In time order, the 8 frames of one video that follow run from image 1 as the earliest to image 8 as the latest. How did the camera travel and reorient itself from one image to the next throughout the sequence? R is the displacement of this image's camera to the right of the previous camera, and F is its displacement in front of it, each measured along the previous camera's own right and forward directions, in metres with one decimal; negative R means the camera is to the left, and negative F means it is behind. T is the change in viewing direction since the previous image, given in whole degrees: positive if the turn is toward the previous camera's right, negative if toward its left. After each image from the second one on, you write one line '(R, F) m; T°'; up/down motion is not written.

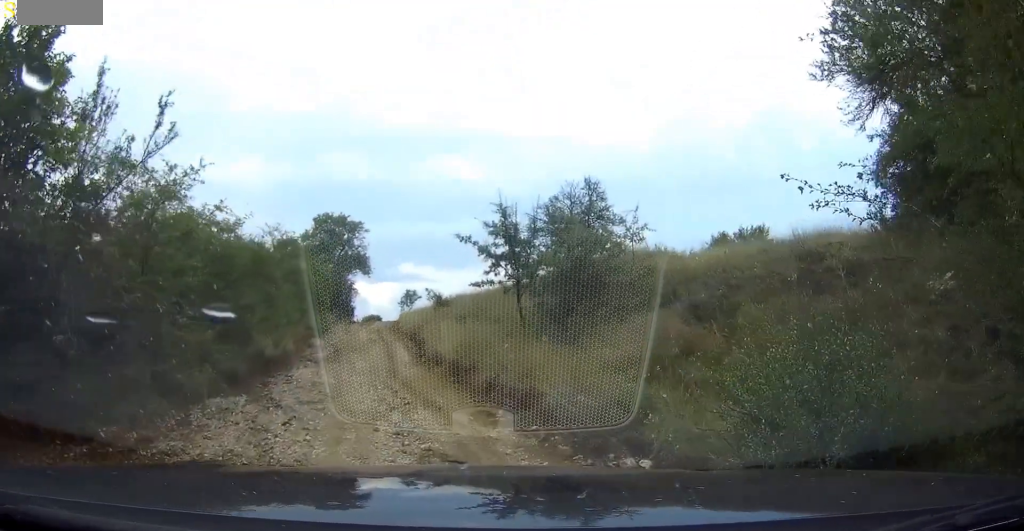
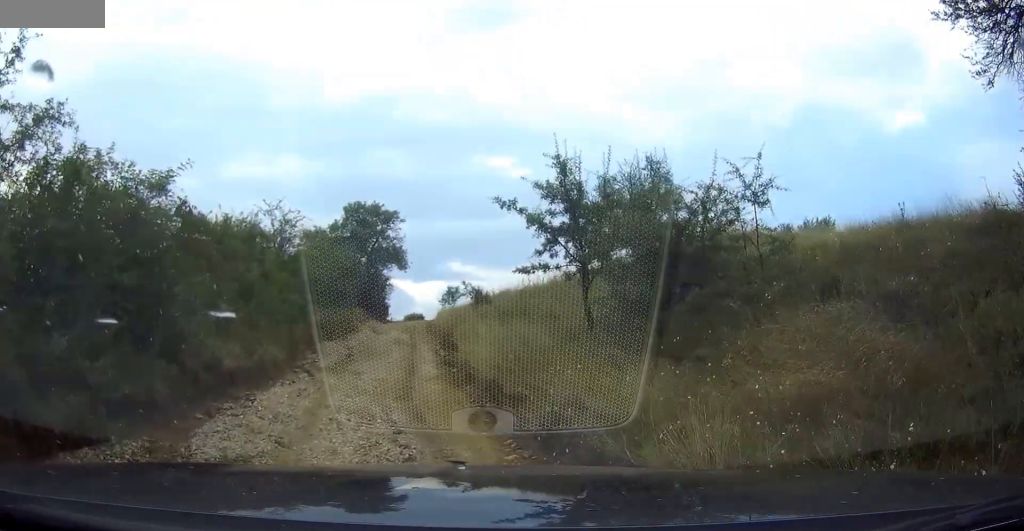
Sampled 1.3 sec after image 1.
(-0.1, +4.7) m; -3°
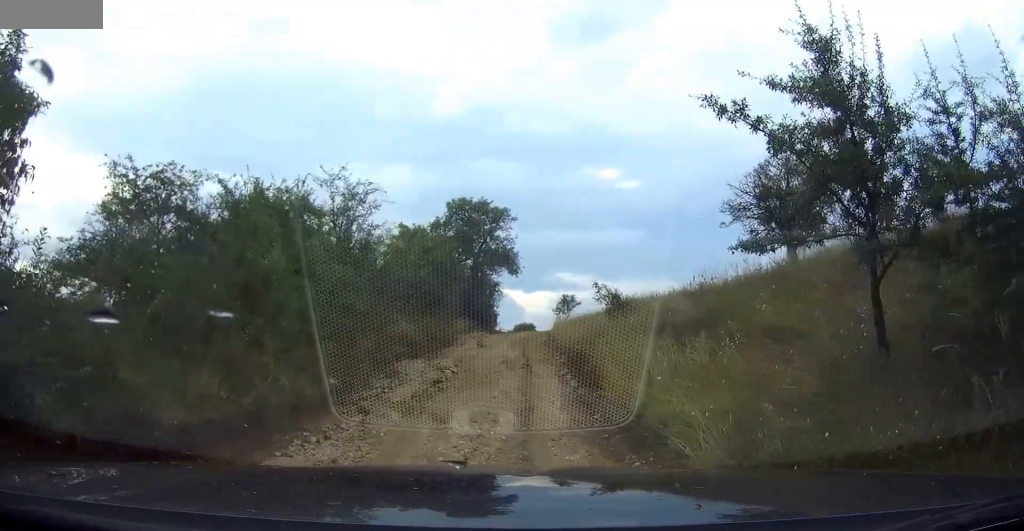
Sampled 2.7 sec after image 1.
(-0.2, +5.6) m; -7°
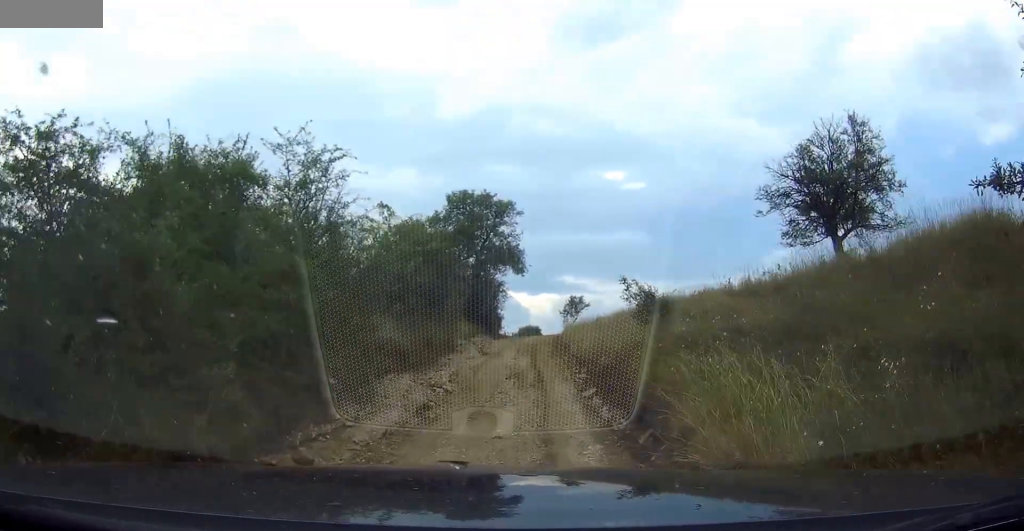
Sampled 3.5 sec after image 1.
(-0.2, +3.4) m; -2°
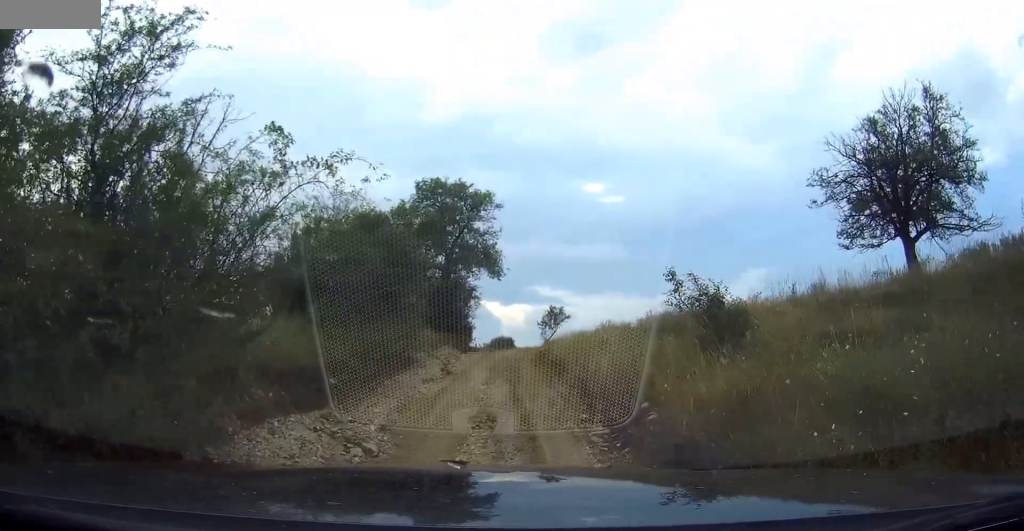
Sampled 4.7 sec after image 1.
(0.0, +5.5) m; +7°
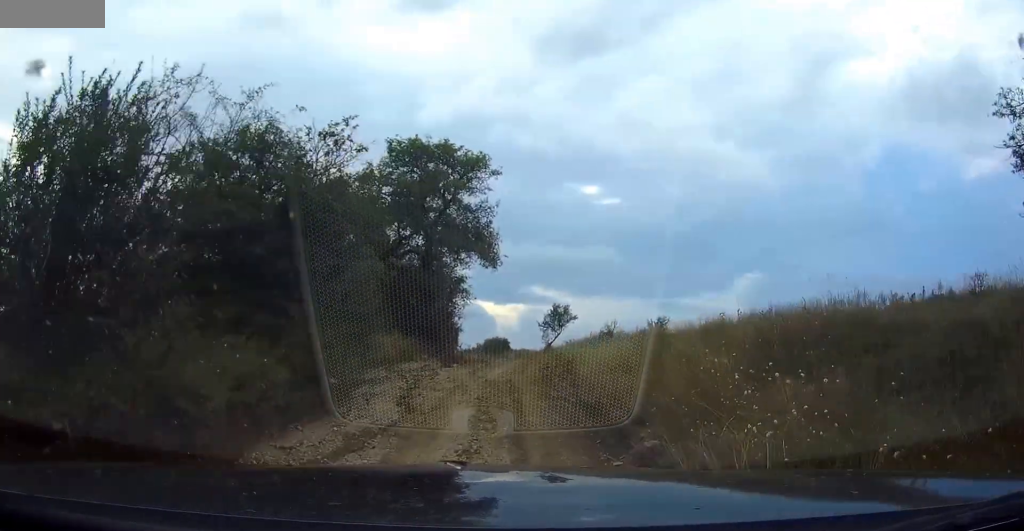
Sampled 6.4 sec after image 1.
(+0.9, +8.1) m; +6°
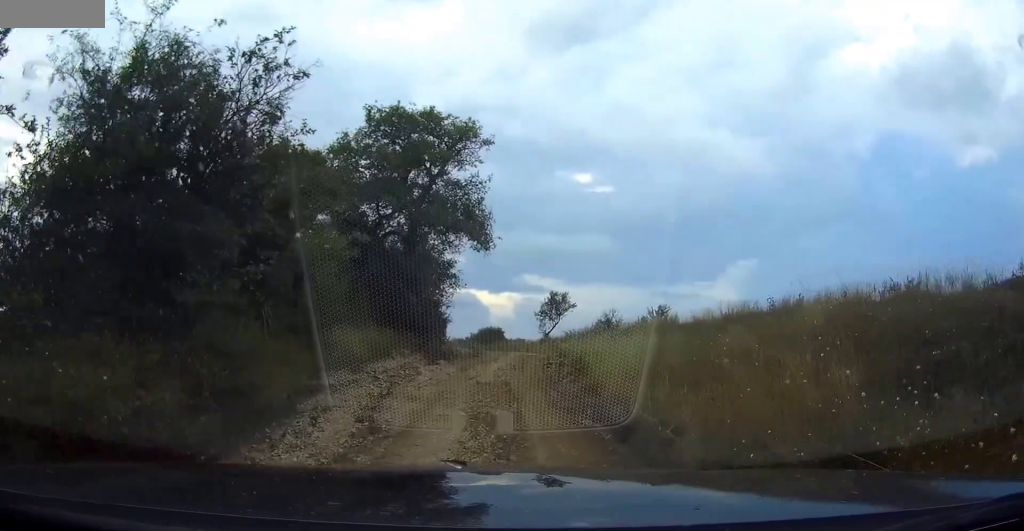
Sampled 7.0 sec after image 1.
(0.0, +3.0) m; -1°
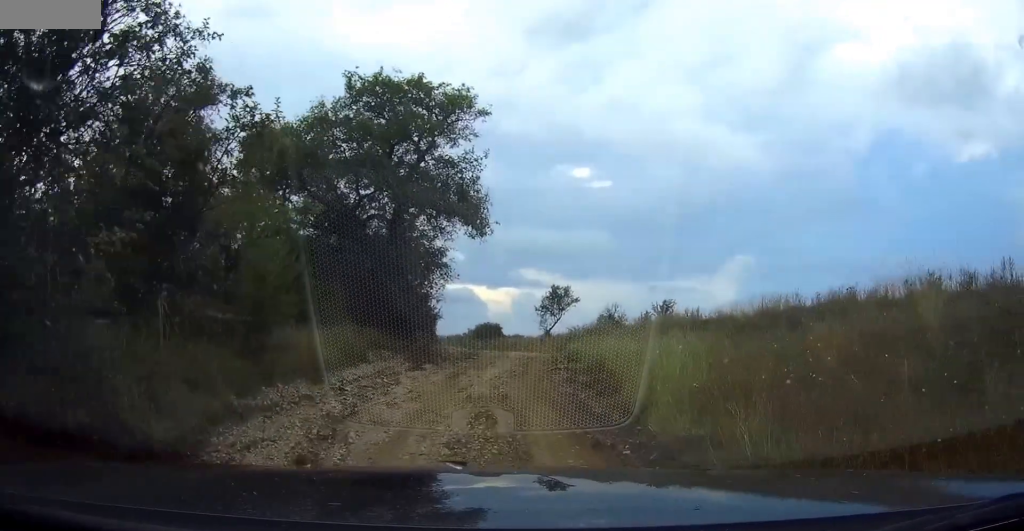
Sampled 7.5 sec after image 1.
(0.0, +2.8) m; -1°
